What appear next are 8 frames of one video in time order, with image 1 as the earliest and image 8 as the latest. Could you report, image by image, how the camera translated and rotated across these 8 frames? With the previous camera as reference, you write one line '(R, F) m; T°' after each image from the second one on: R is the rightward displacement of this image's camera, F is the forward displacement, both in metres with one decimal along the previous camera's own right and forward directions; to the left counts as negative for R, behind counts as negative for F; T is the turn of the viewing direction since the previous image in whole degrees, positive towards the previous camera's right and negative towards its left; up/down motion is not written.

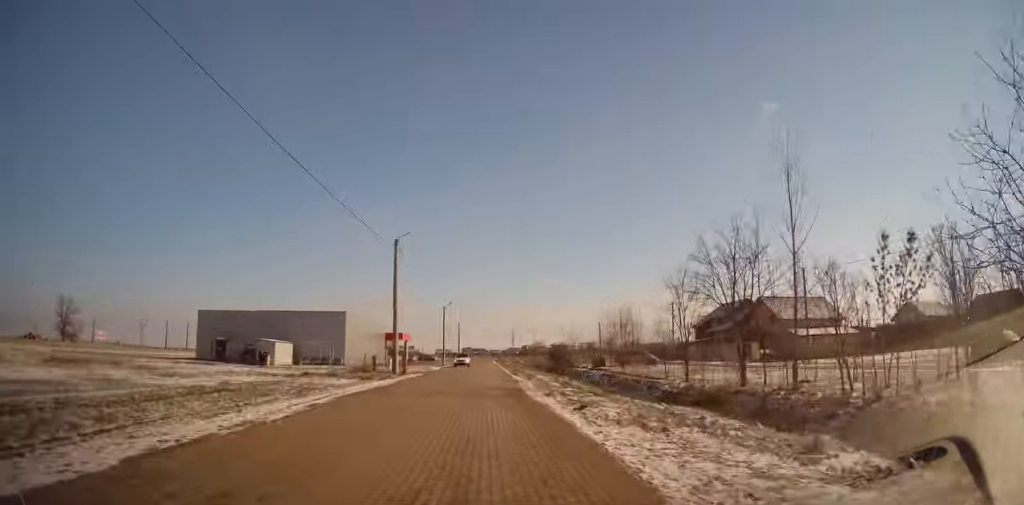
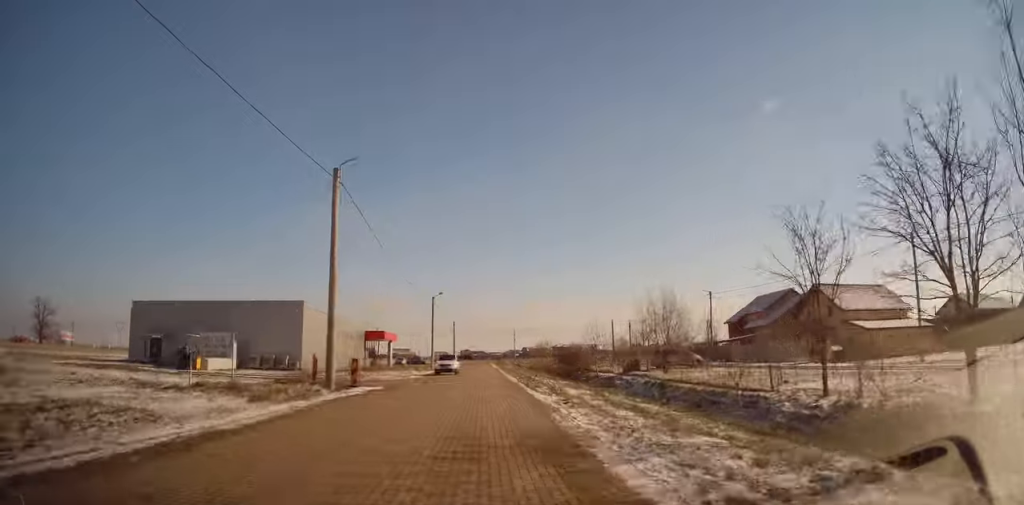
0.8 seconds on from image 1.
(+0.1, +13.6) m; 0°
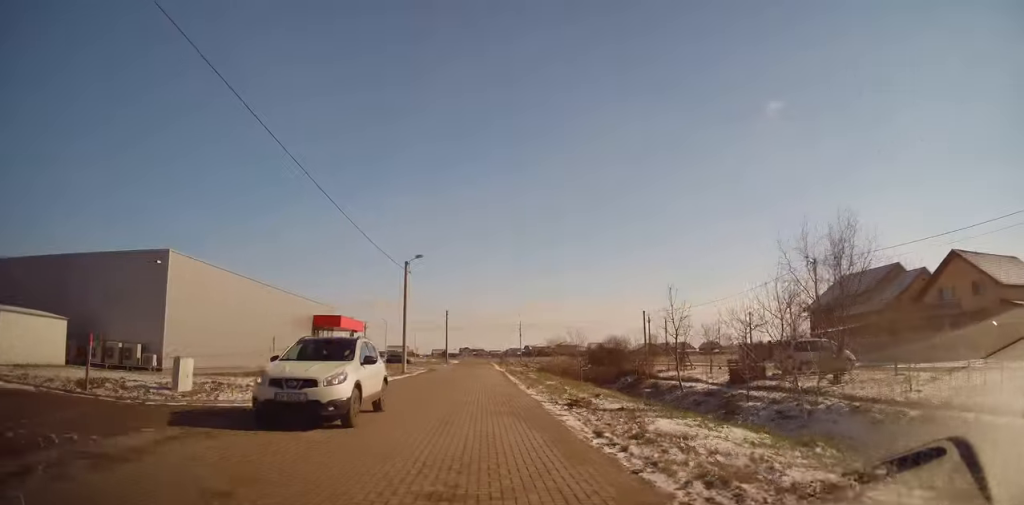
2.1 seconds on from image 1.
(-0.2, +21.0) m; -1°
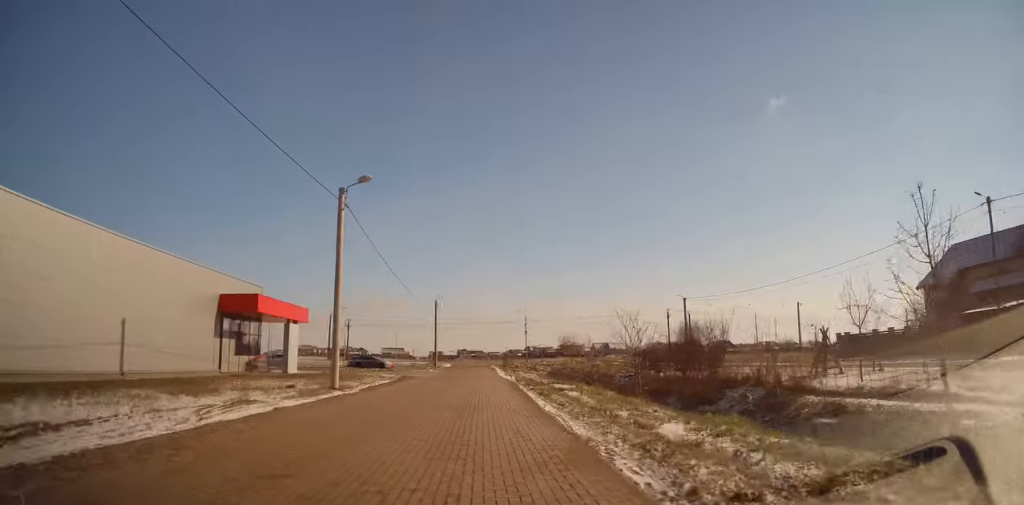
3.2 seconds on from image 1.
(+0.1, +18.0) m; +1°
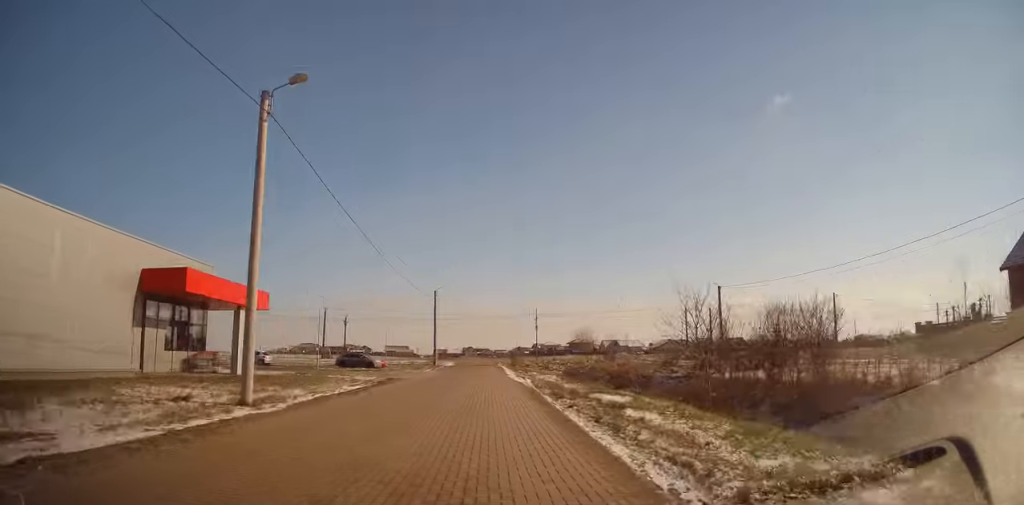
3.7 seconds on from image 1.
(+0.1, +8.6) m; +1°
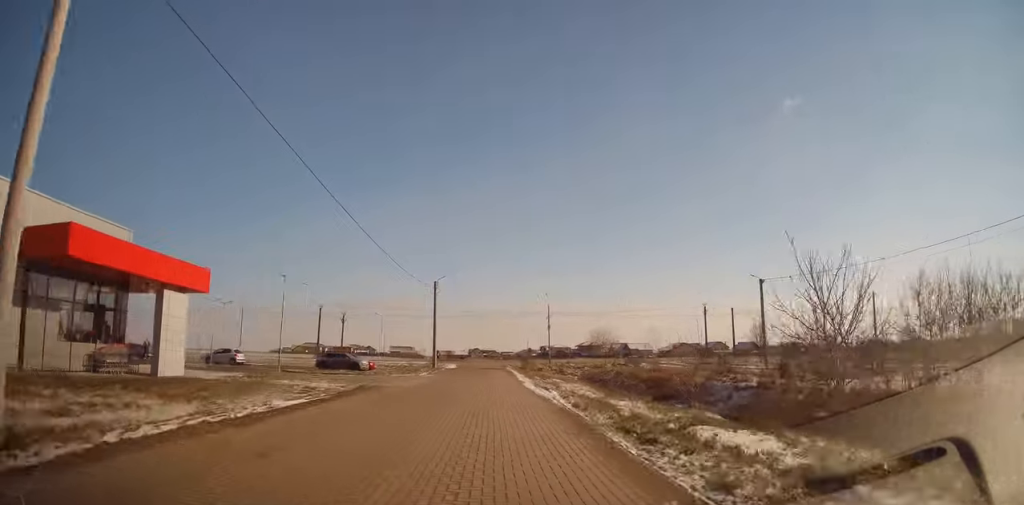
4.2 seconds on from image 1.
(0.0, +8.0) m; 0°
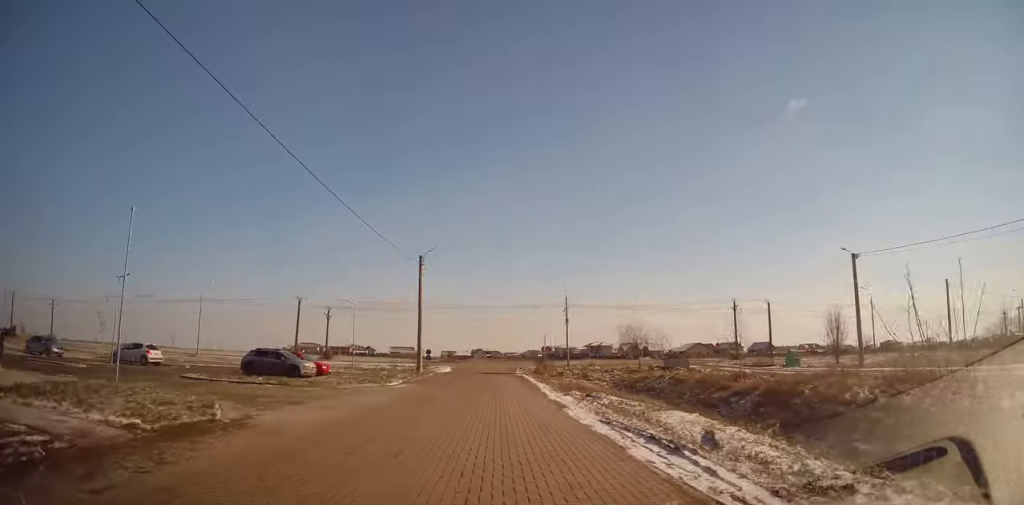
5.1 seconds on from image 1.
(+0.1, +14.1) m; -1°
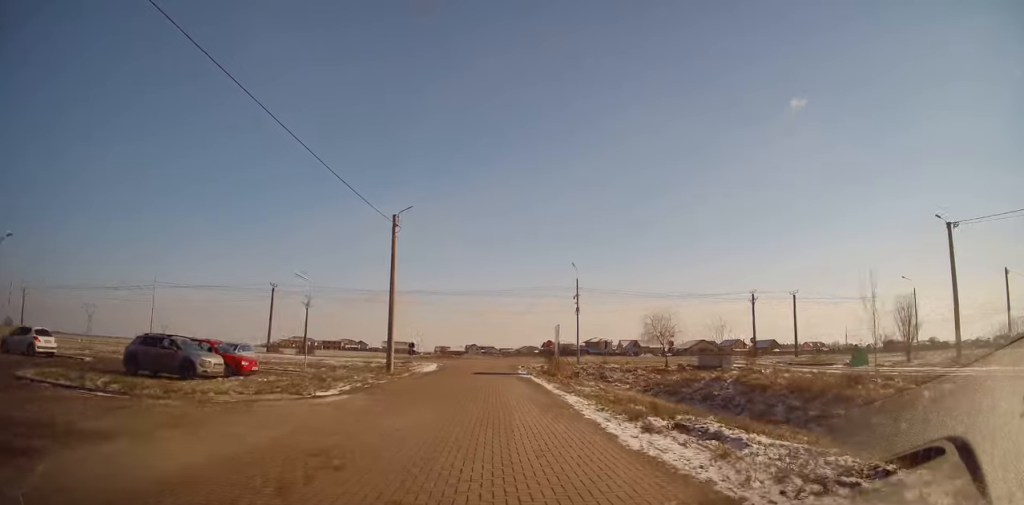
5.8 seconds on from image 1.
(-0.3, +10.1) m; -1°
